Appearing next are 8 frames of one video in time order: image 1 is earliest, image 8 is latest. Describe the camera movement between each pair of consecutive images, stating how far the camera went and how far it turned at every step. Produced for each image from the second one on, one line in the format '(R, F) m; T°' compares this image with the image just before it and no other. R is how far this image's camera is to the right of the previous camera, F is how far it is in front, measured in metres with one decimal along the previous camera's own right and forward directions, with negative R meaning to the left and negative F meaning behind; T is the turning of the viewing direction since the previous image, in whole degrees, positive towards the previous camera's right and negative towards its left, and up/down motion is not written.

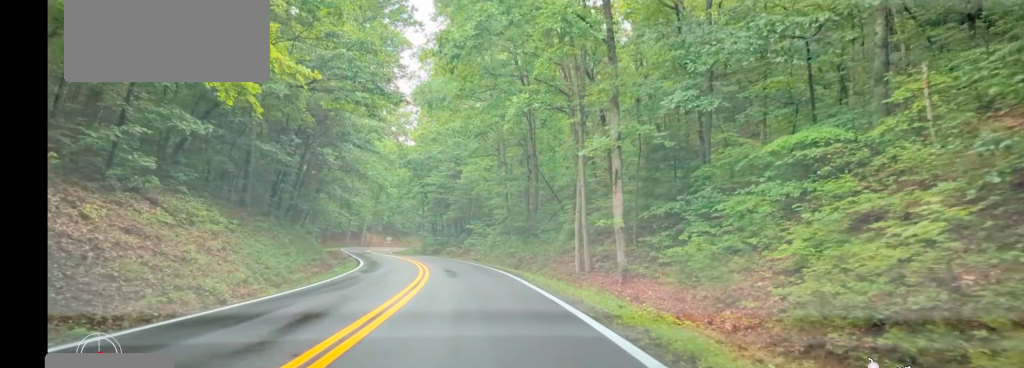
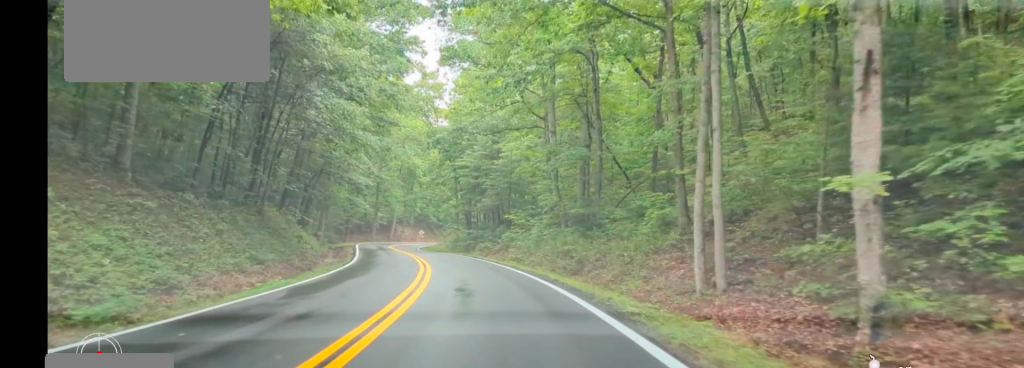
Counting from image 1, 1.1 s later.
(-0.5, +14.4) m; -4°
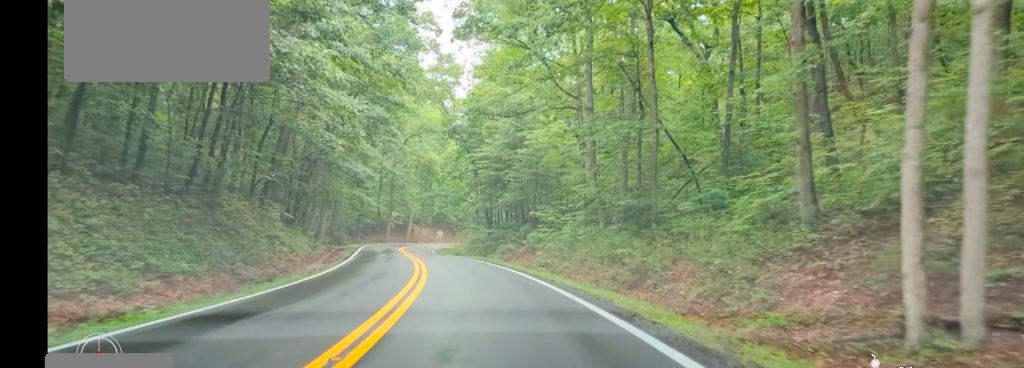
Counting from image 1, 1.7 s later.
(-0.2, +9.0) m; -2°
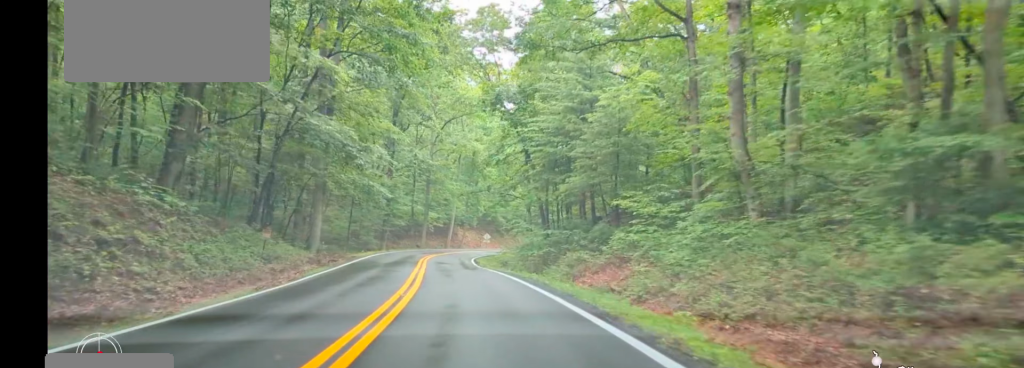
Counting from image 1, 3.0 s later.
(-0.7, +16.6) m; -5°
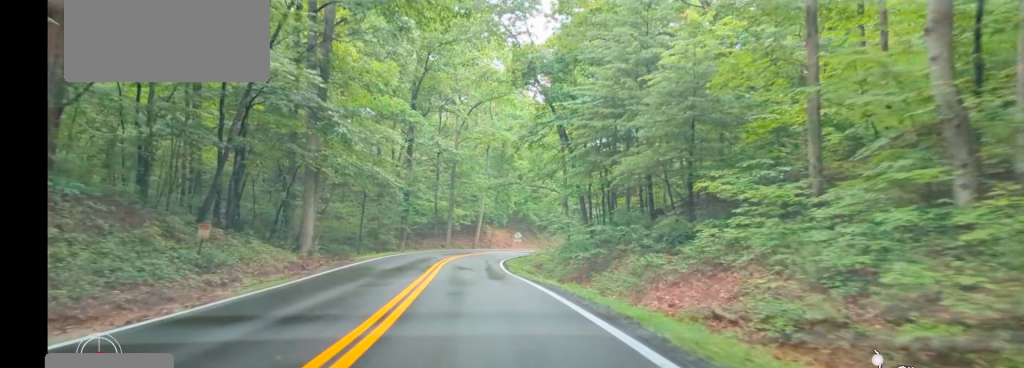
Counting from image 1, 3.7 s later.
(-0.2, +9.1) m; -3°
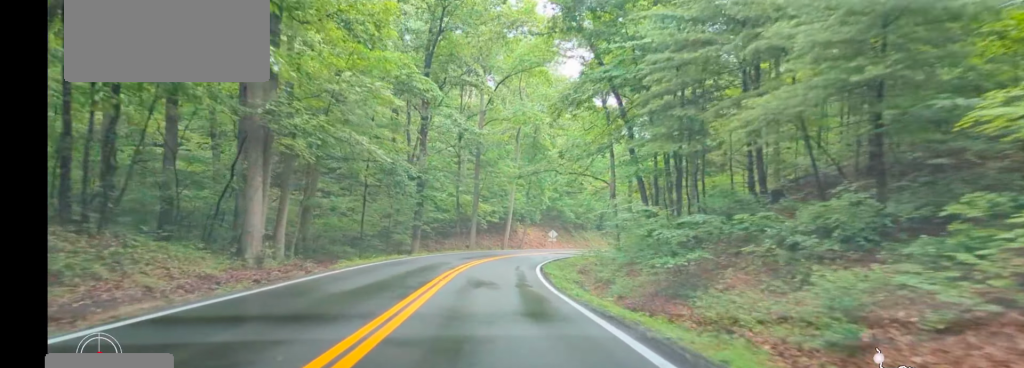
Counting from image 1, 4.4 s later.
(-0.3, +9.8) m; -2°
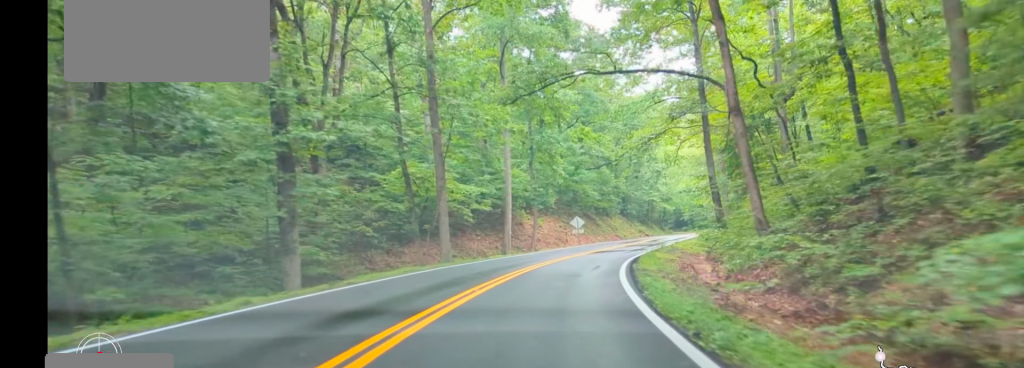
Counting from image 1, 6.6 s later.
(-0.2, +28.6) m; +2°
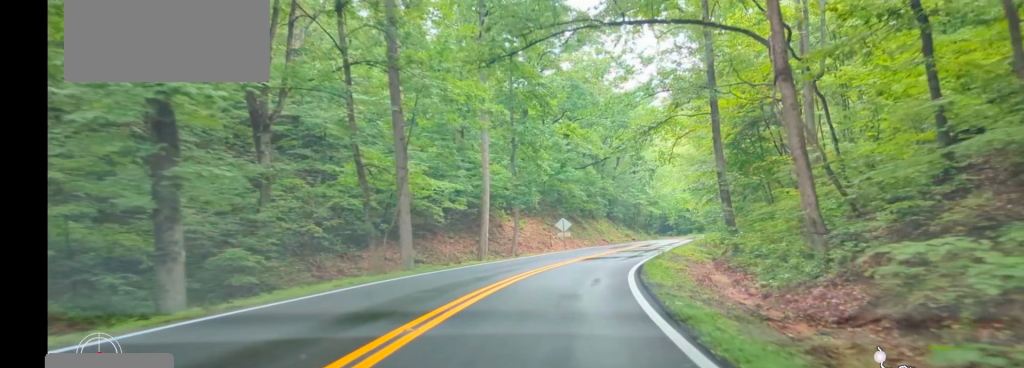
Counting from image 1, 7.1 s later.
(+0.2, +6.3) m; +2°
